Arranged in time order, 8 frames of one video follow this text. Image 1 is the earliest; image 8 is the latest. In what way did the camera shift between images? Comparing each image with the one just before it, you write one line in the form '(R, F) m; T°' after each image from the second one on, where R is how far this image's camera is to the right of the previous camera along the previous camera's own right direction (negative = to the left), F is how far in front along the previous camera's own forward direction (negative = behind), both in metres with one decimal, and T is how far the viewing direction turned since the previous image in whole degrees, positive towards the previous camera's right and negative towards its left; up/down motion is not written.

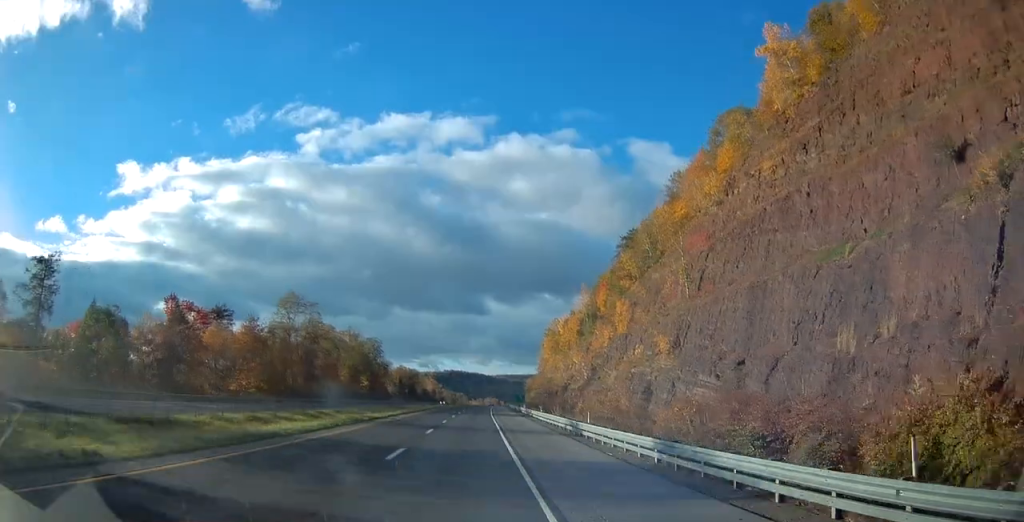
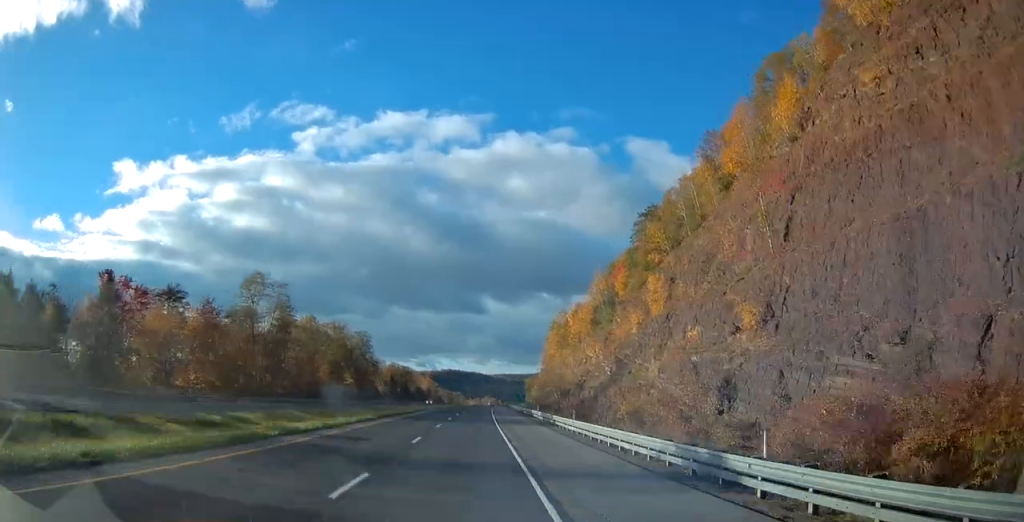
(+0.2, +18.5) m; 0°
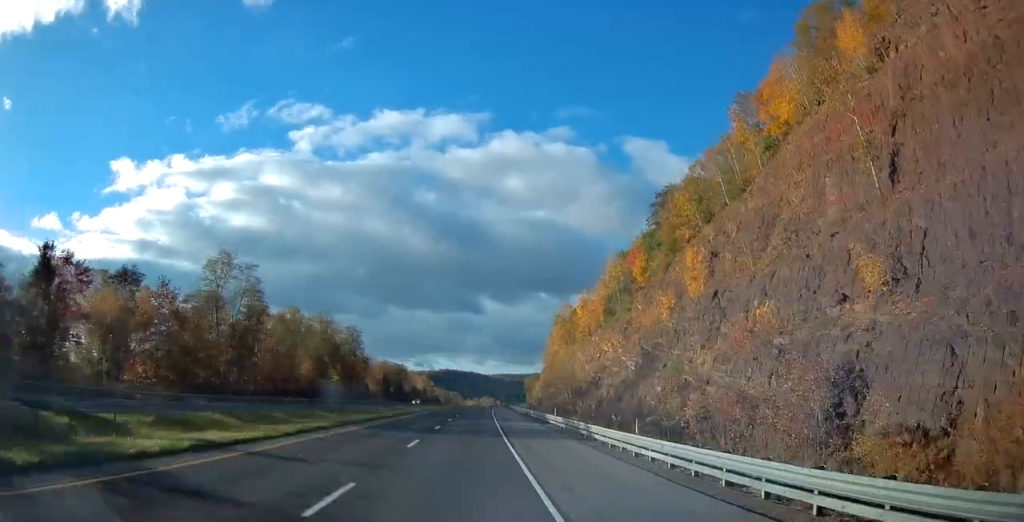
(0.0, +13.6) m; 0°
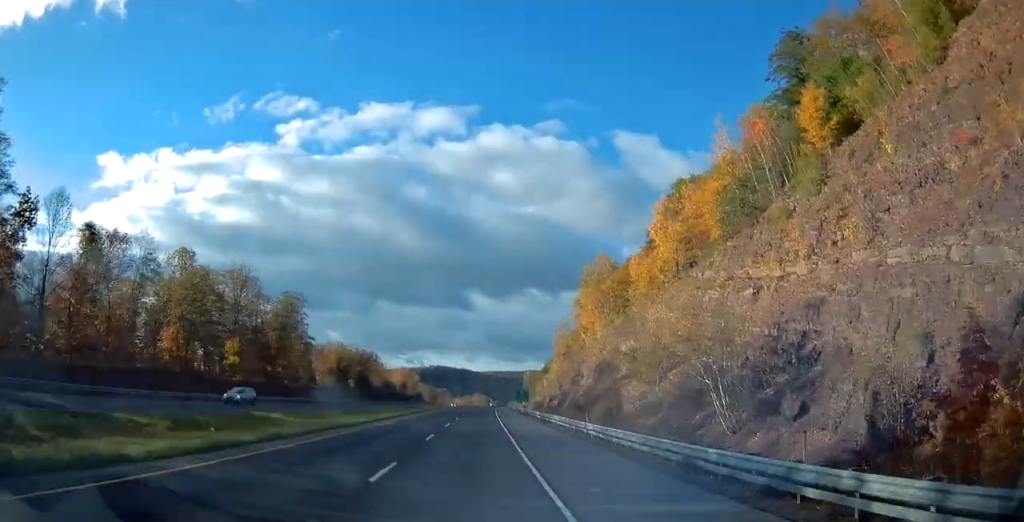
(+0.3, +56.2) m; +2°
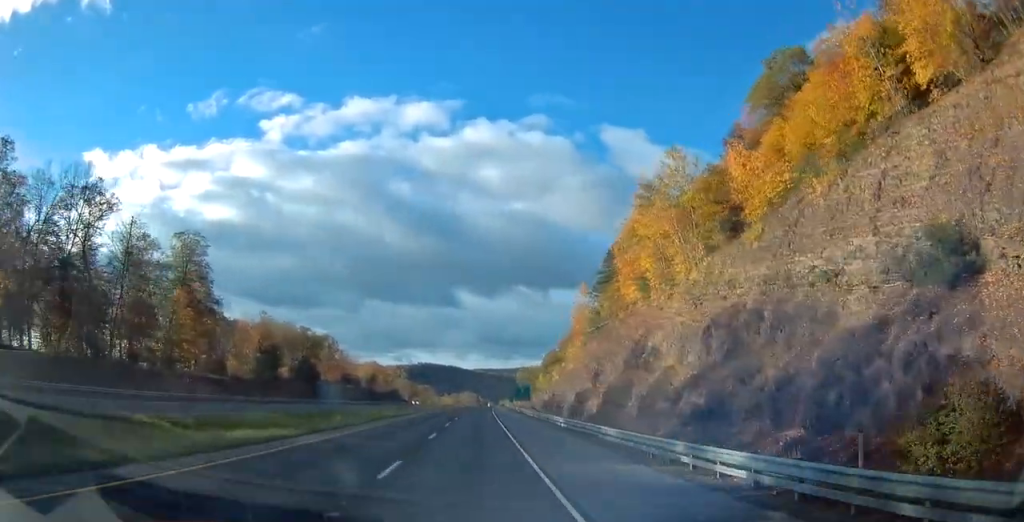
(+0.3, +47.5) m; 0°
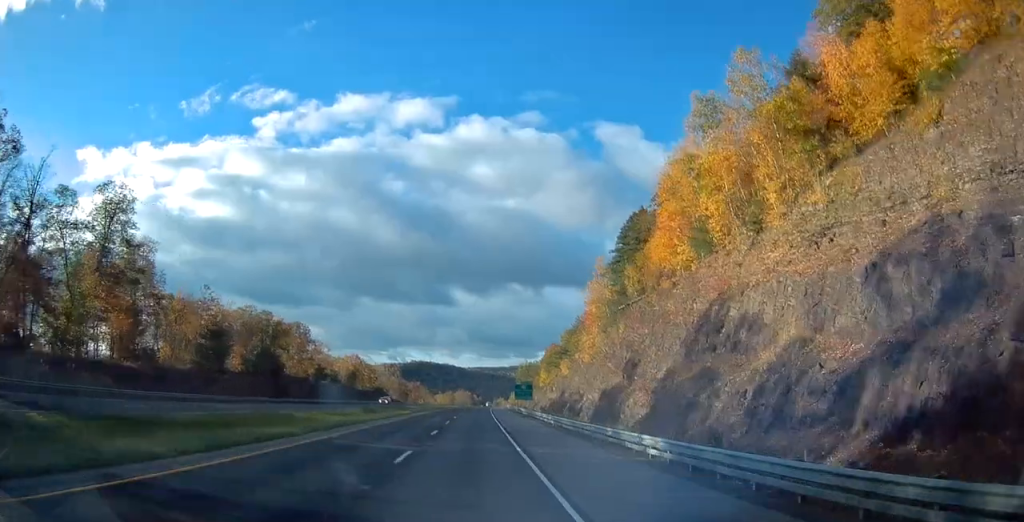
(0.0, +21.4) m; 0°
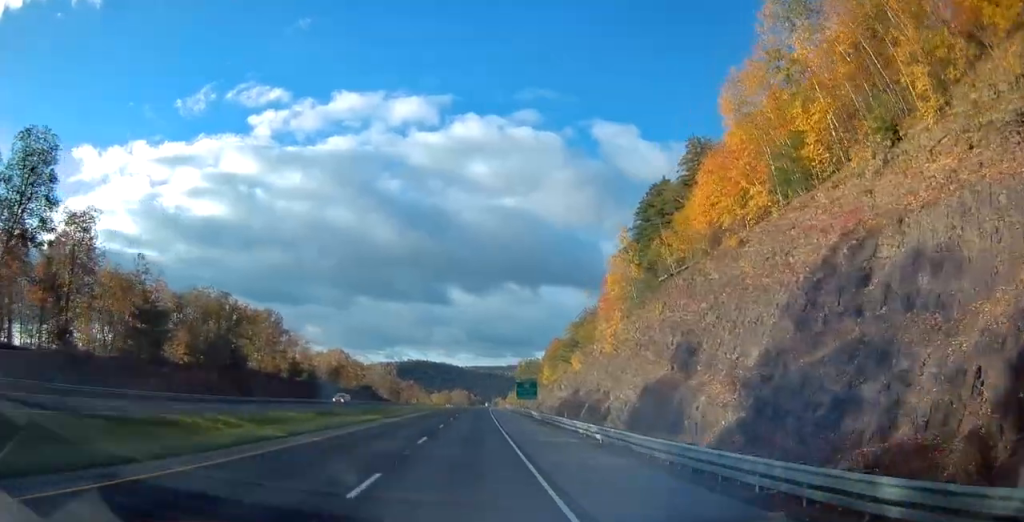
(0.0, +17.5) m; 0°
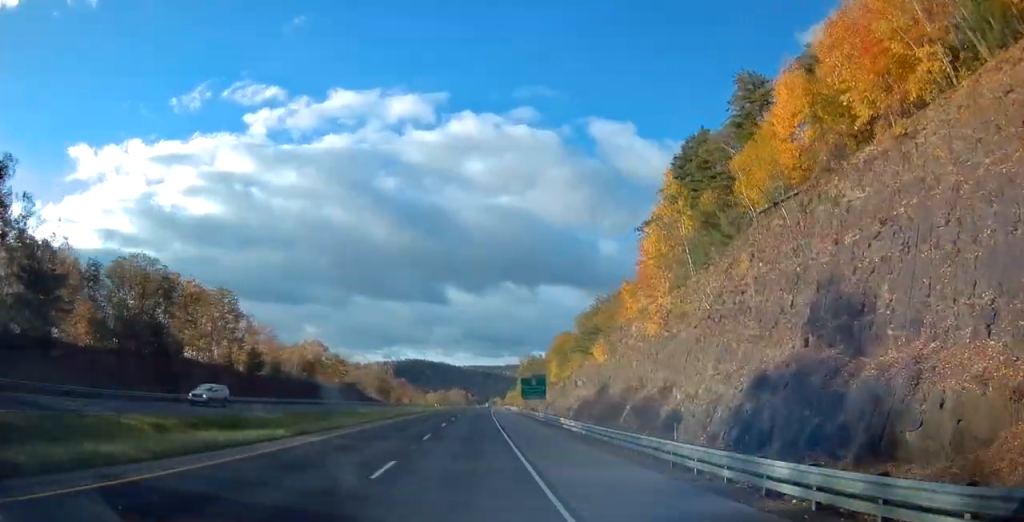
(0.0, +21.5) m; 0°
